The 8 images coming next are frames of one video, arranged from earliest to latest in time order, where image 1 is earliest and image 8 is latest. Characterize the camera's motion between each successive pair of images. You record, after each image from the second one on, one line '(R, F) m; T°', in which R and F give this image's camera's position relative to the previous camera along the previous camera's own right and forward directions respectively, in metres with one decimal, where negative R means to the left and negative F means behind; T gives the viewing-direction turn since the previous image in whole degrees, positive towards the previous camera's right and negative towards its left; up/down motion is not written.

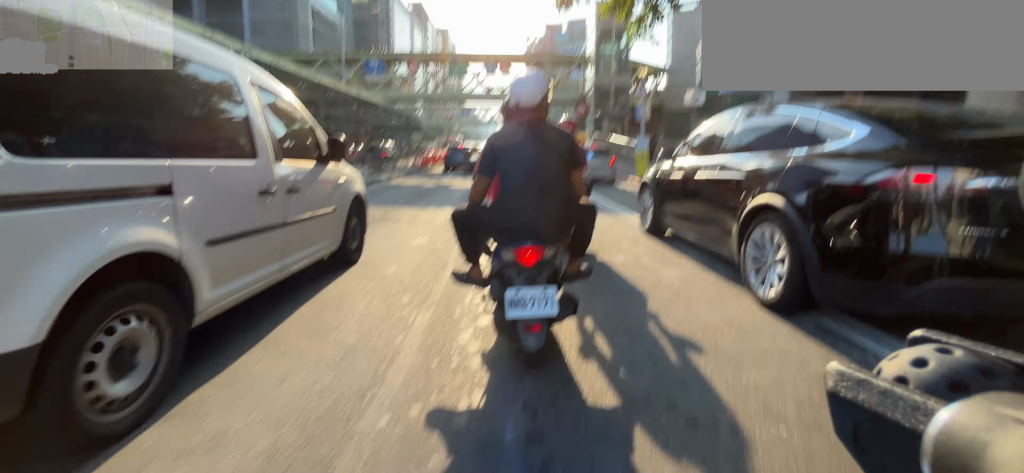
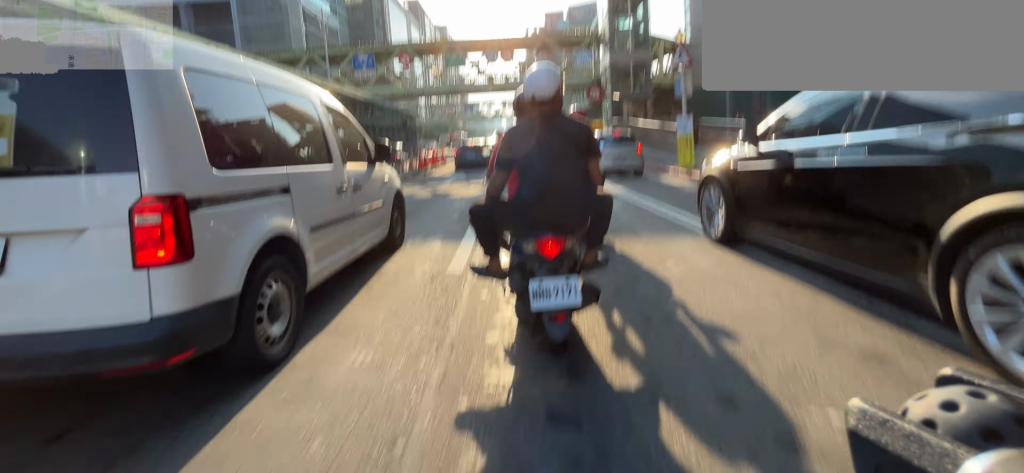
(0.0, +3.2) m; 0°
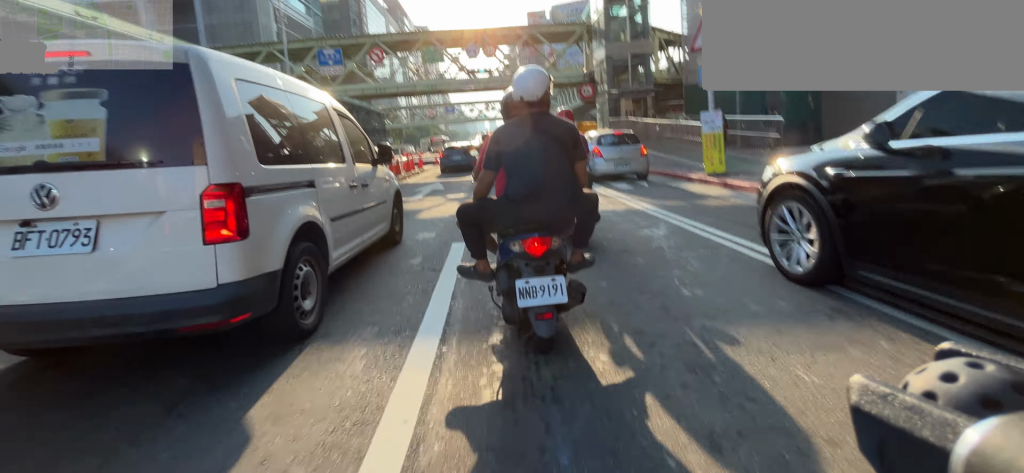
(0.0, +2.7) m; 0°
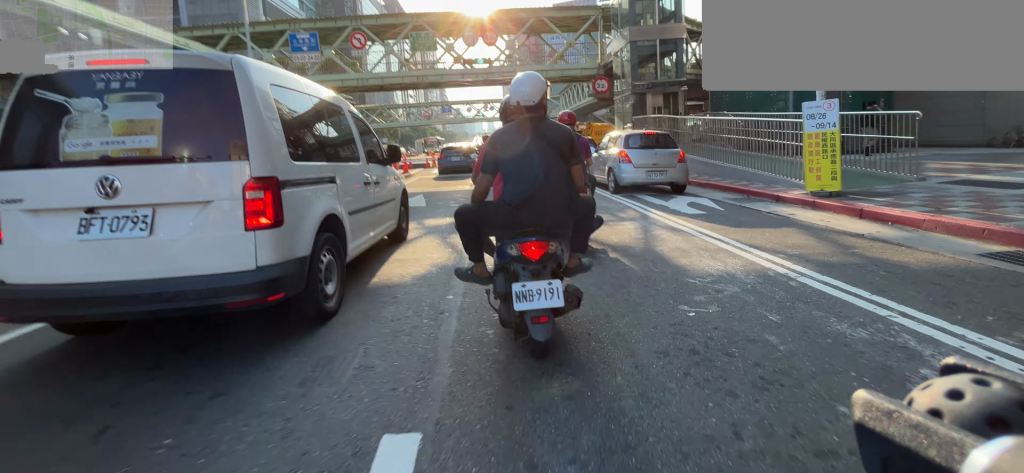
(0.0, +3.7) m; -1°
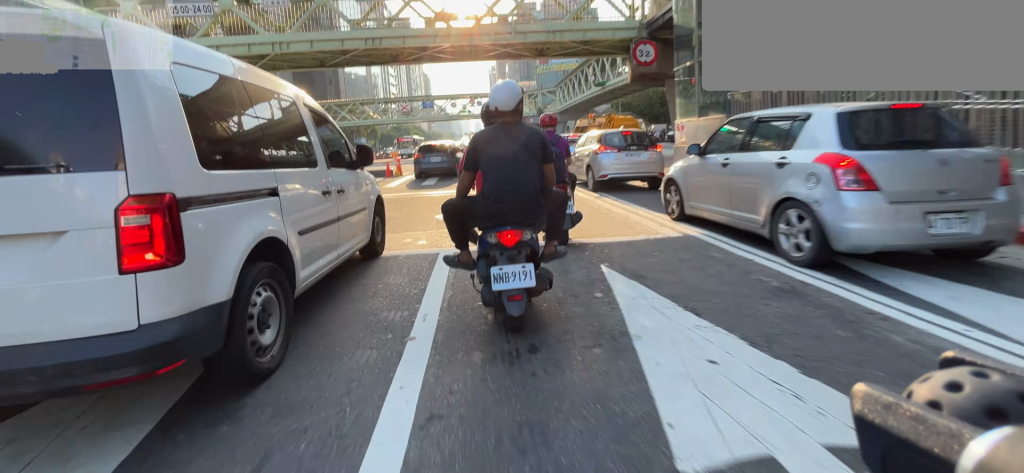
(-0.1, +8.3) m; -1°
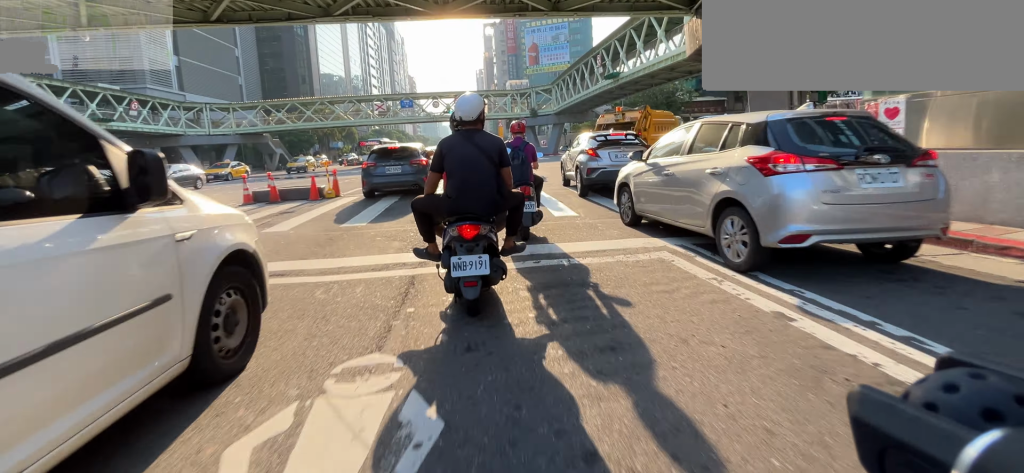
(-0.1, +7.5) m; -2°
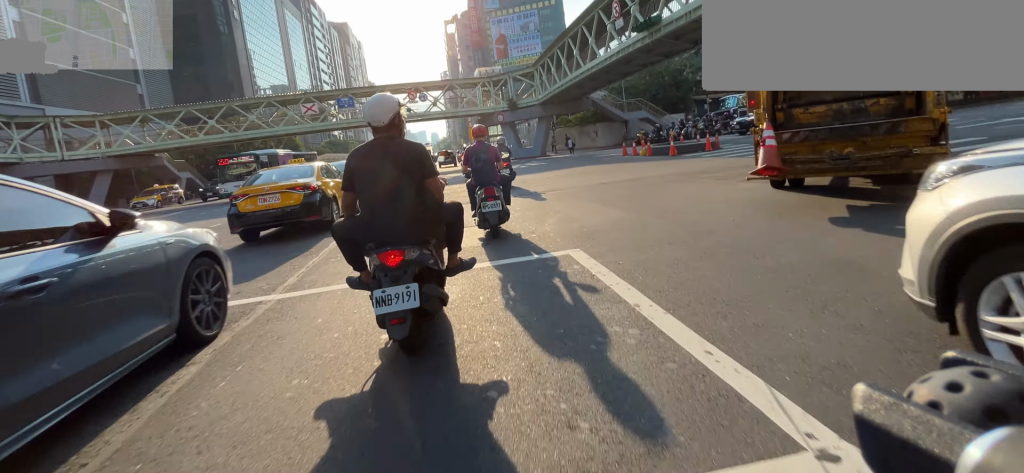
(-0.2, +12.1) m; +4°
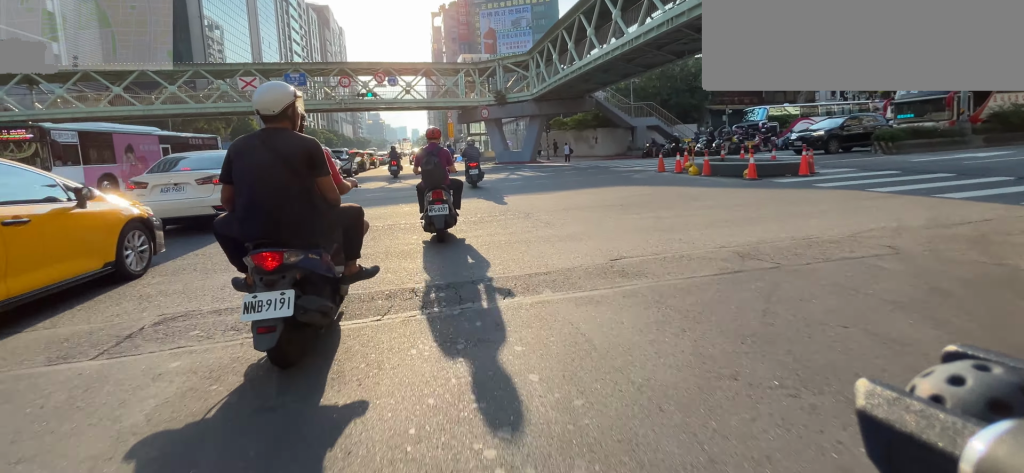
(+0.6, +6.6) m; +5°
